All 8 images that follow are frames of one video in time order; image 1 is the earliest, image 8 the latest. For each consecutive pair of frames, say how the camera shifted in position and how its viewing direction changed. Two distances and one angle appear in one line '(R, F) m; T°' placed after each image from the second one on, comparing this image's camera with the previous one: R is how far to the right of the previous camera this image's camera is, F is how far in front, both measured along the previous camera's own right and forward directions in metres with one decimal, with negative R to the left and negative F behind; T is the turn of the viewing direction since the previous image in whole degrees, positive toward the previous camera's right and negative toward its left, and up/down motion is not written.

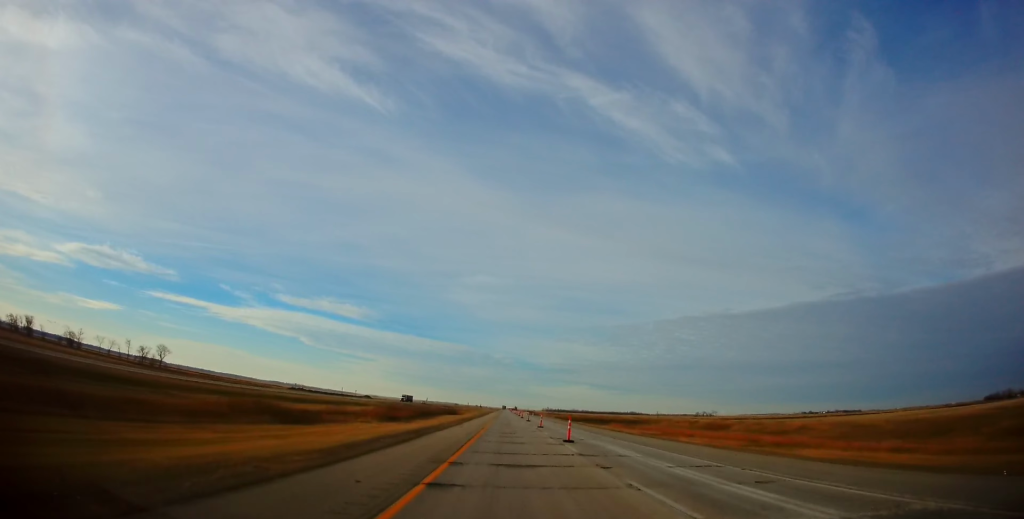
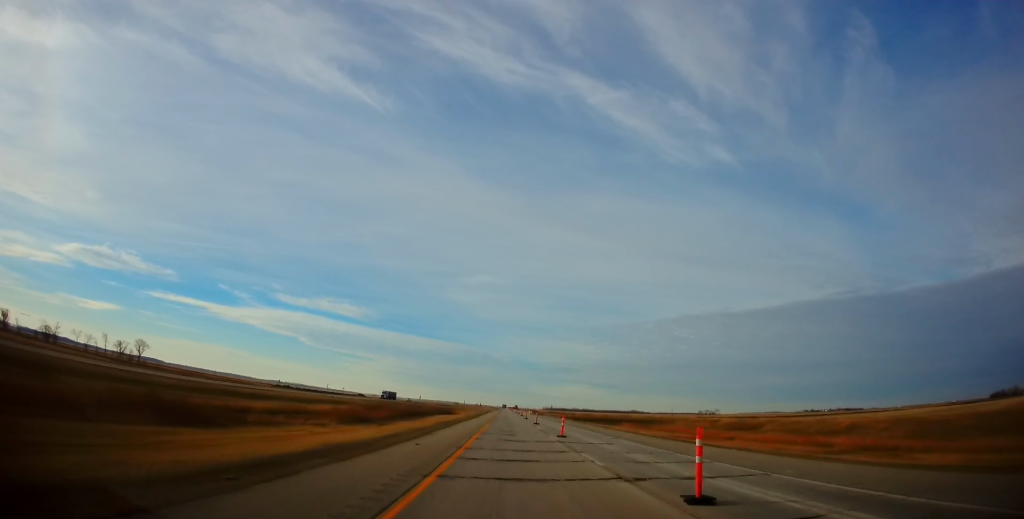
(-0.1, +17.0) m; 0°
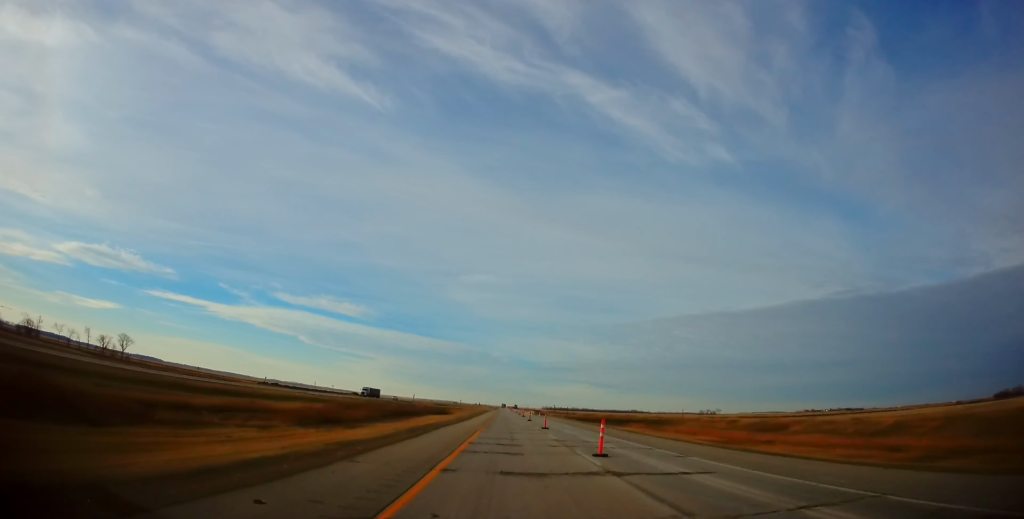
(-0.1, +11.9) m; 0°
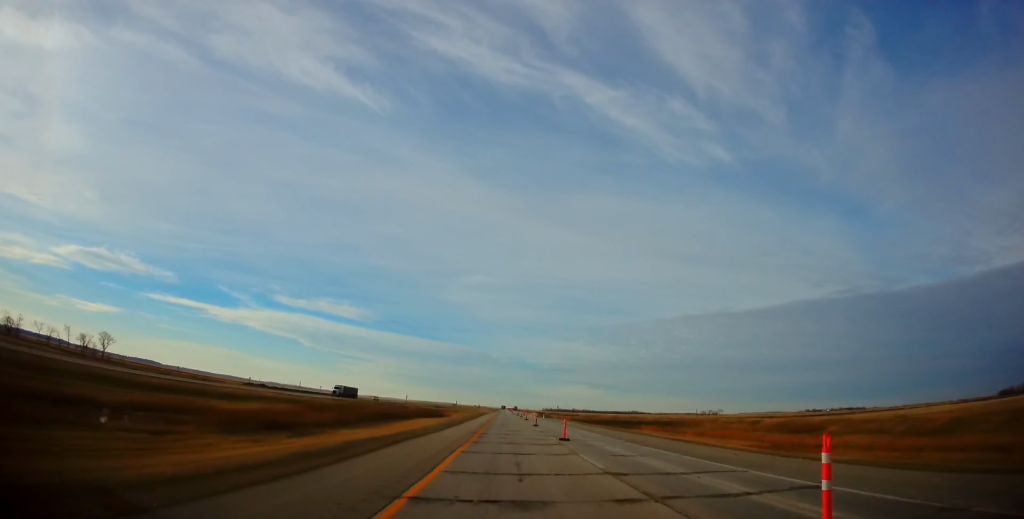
(+0.1, +12.6) m; 0°
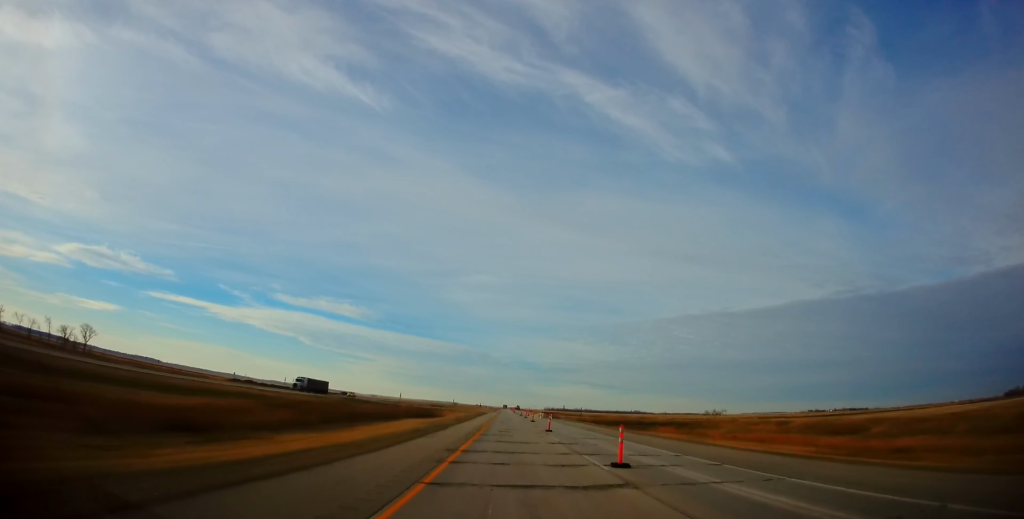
(0.0, +12.5) m; 0°
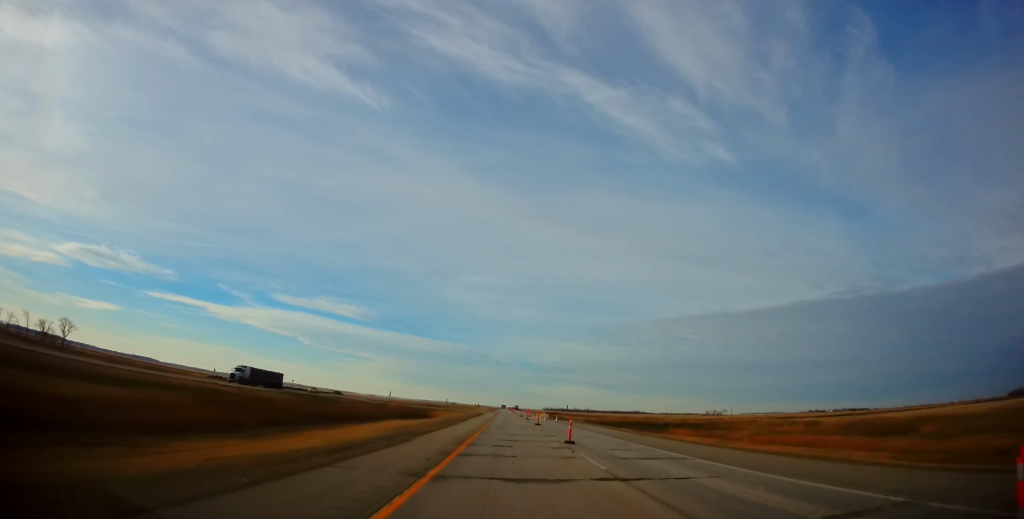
(0.0, +11.8) m; -1°
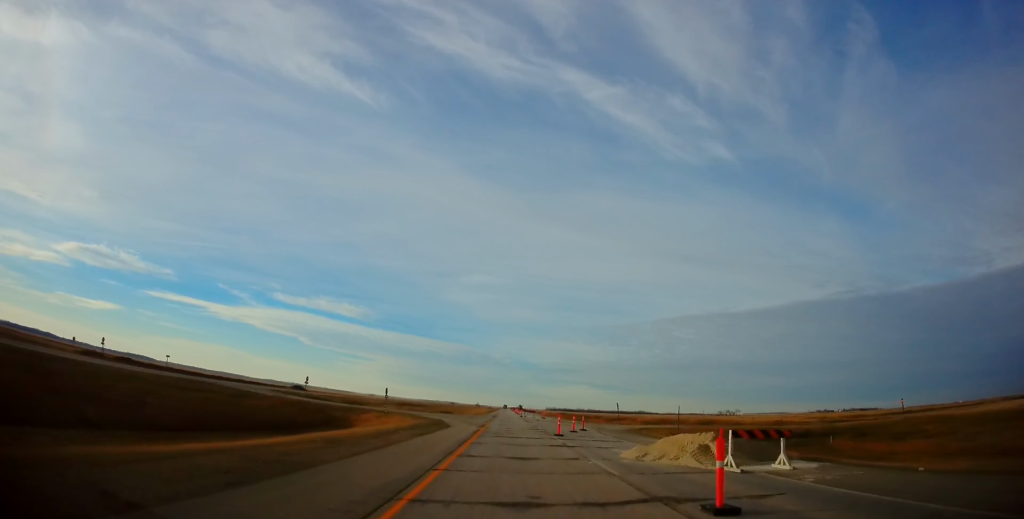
(+1.1, +62.3) m; +1°
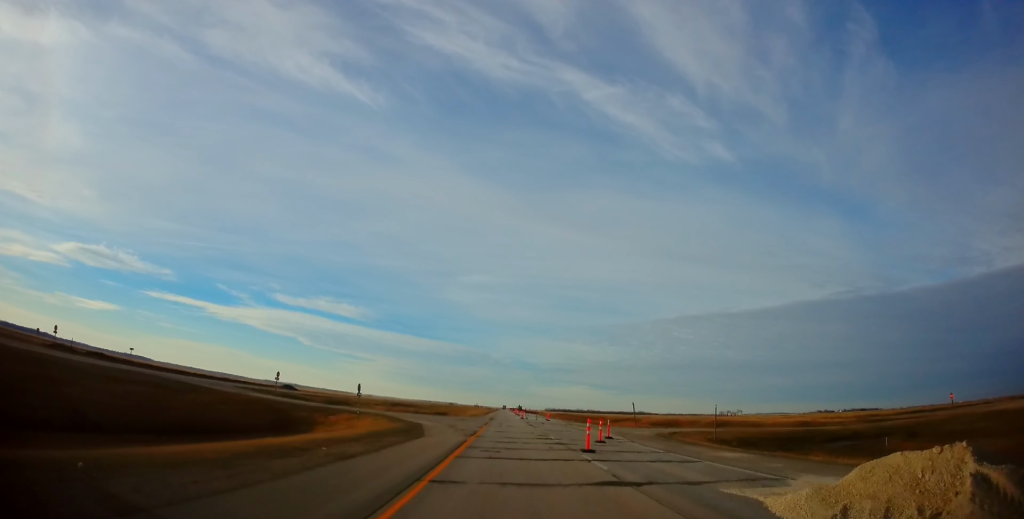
(-0.2, +10.9) m; +1°
